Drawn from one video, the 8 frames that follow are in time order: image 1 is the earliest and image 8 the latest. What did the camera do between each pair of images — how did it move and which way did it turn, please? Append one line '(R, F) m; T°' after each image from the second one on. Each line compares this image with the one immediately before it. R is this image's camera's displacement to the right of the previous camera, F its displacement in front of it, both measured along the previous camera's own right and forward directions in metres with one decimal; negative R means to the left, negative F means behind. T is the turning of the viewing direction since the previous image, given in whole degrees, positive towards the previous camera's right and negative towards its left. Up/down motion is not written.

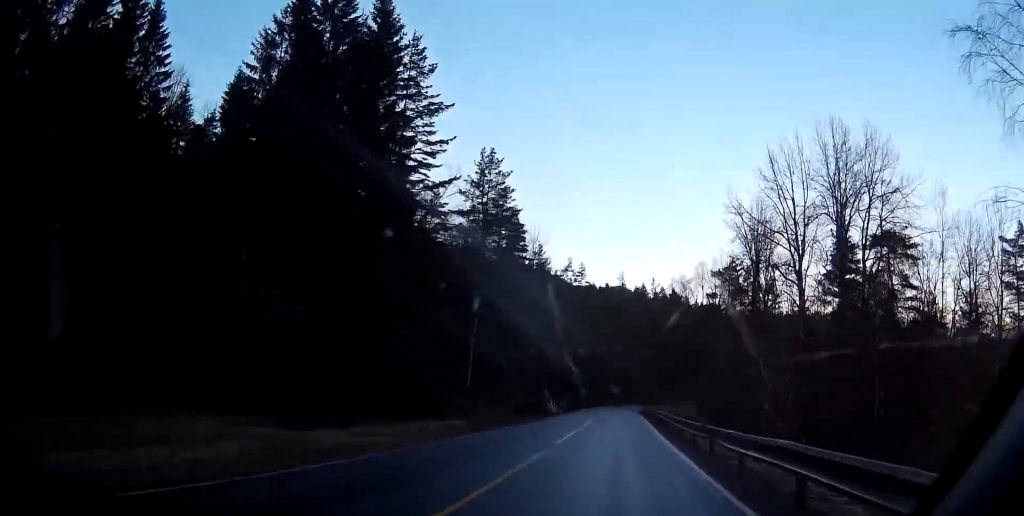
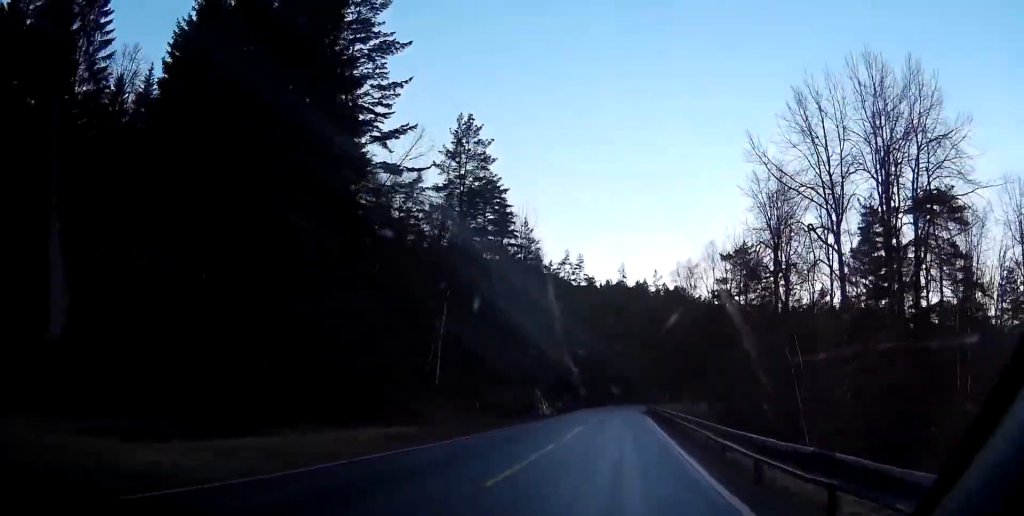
(-0.1, +9.6) m; -1°
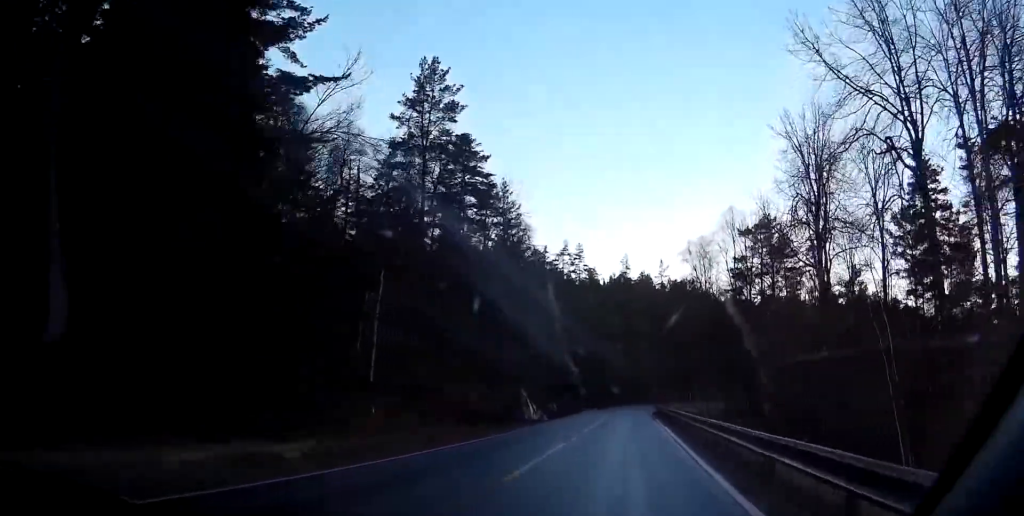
(-0.1, +12.2) m; -1°
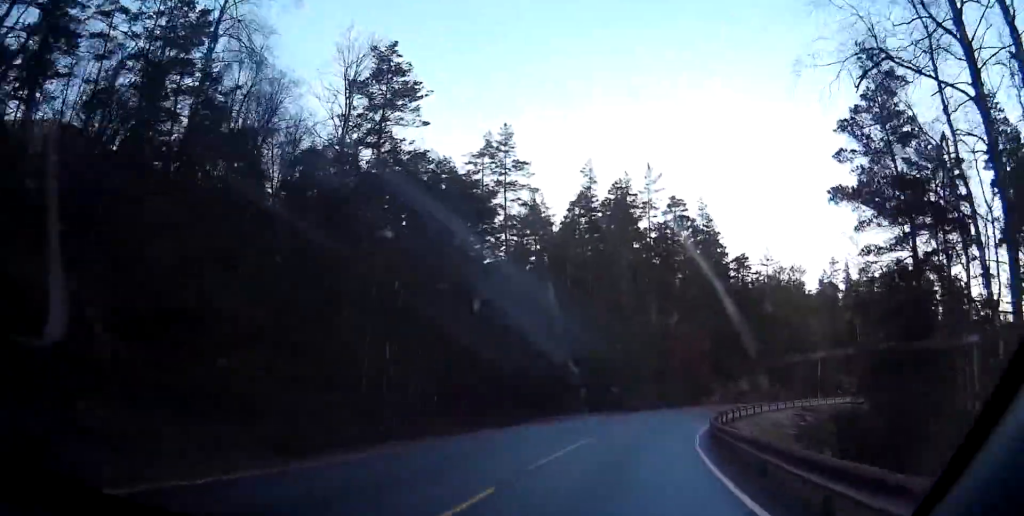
(+1.2, +62.3) m; +3°
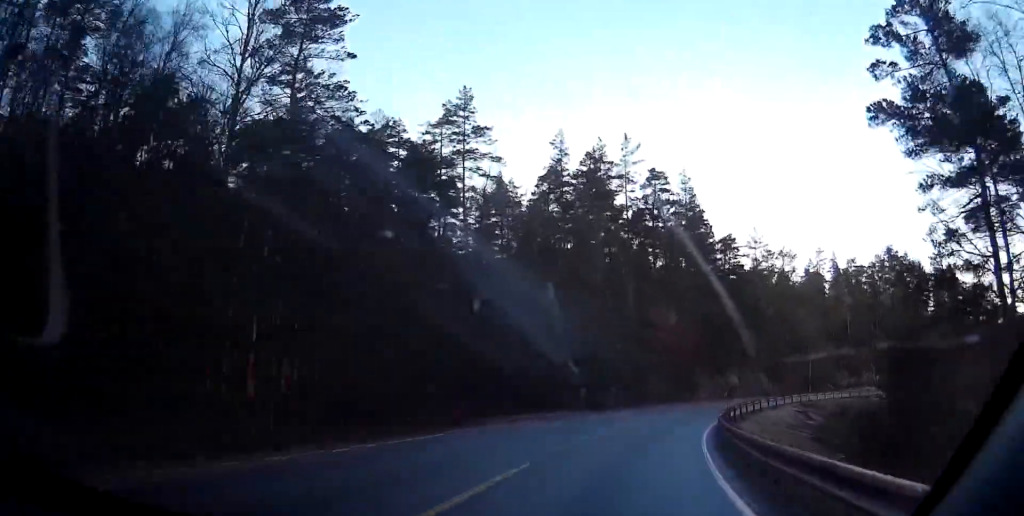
(0.0, +8.9) m; +1°
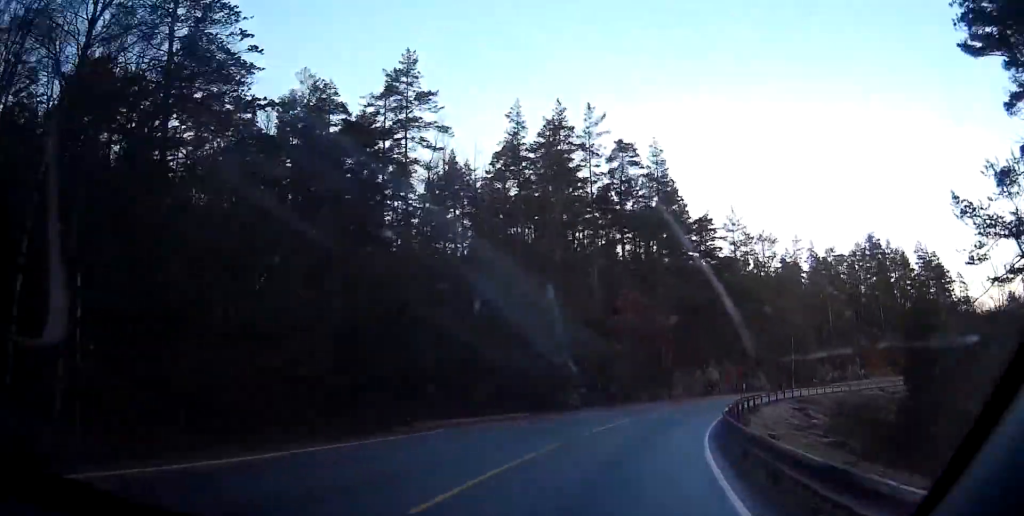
(+0.2, +8.3) m; +1°
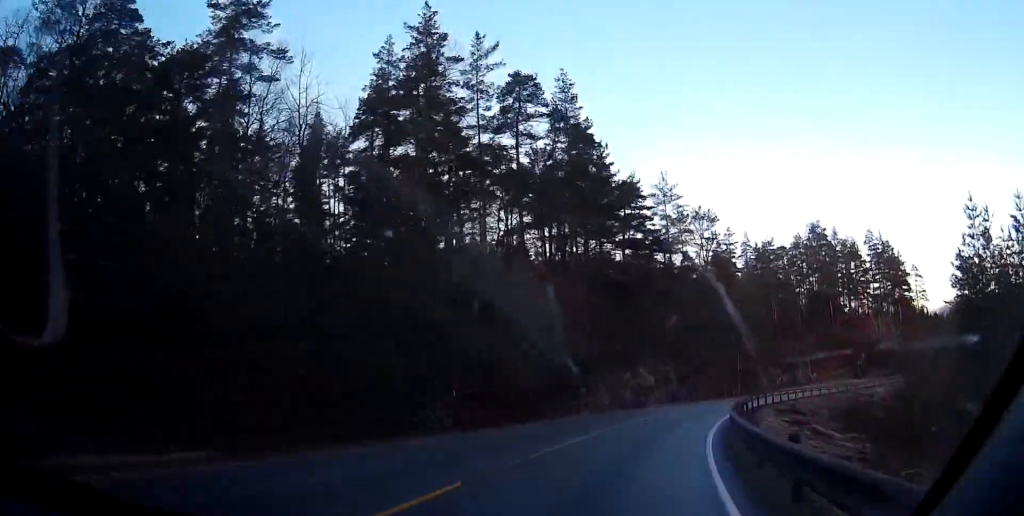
(+0.2, +17.8) m; +10°
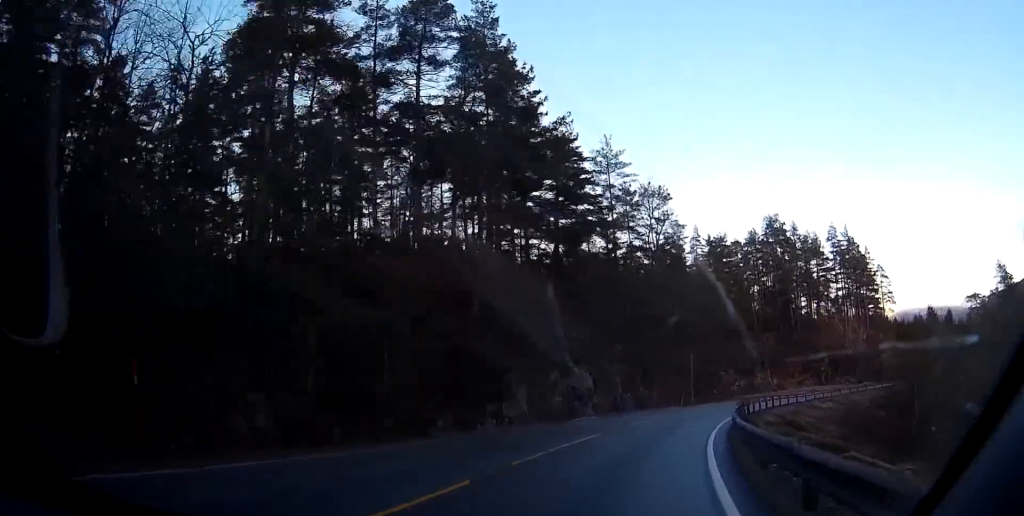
(+1.3, +12.1) m; +9°
